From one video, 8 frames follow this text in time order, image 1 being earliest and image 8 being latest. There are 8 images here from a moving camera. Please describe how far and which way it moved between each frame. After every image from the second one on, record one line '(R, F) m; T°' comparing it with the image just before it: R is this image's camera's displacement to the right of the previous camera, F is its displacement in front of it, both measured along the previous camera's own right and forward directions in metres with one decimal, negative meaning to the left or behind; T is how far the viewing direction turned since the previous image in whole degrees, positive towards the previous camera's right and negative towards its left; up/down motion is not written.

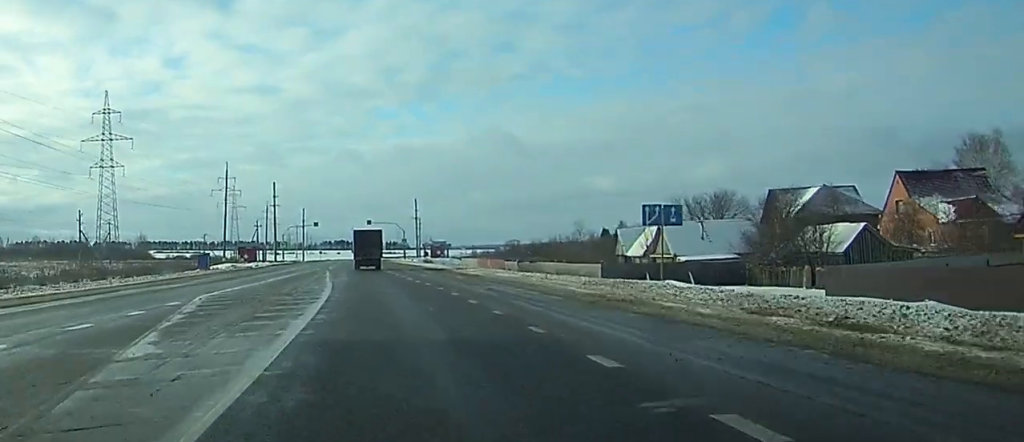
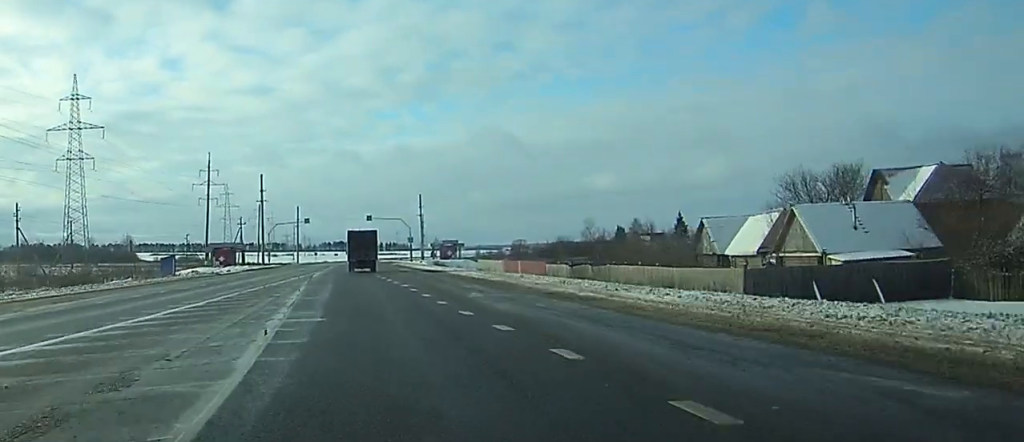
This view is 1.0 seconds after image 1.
(0.0, +22.5) m; 0°
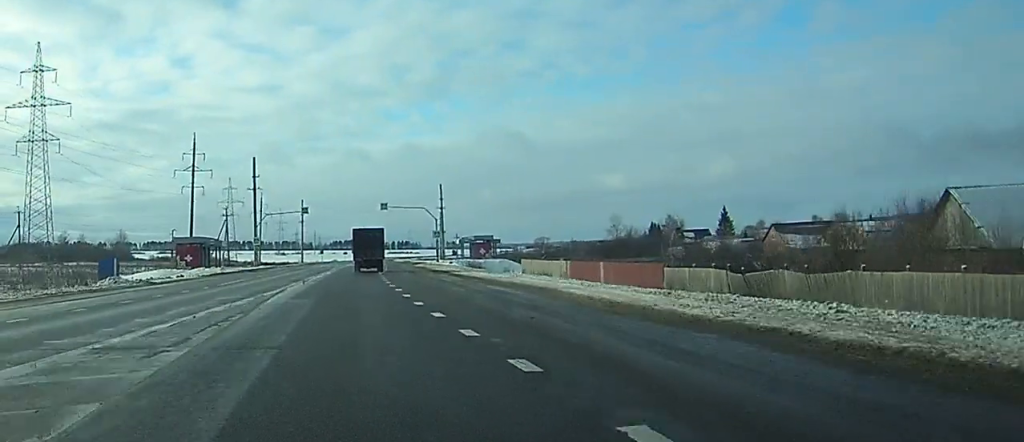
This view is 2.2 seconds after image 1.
(-0.2, +27.9) m; -1°
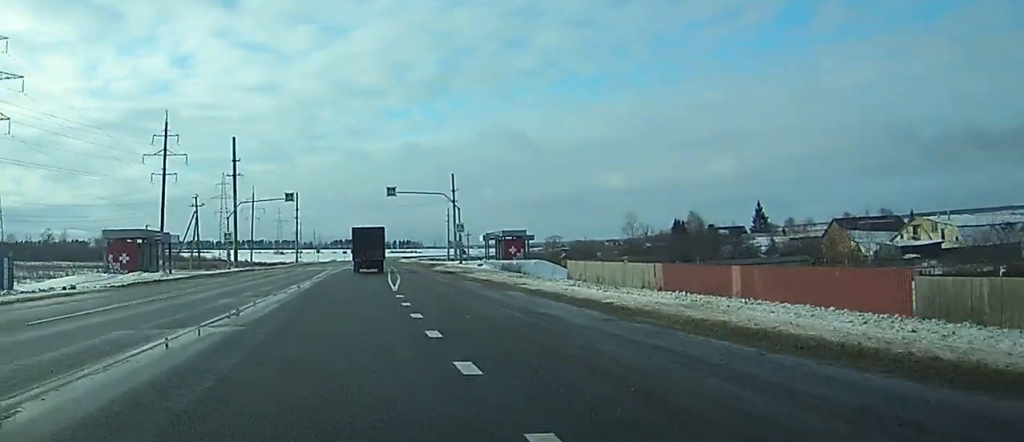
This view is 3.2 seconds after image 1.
(-0.2, +23.4) m; -1°
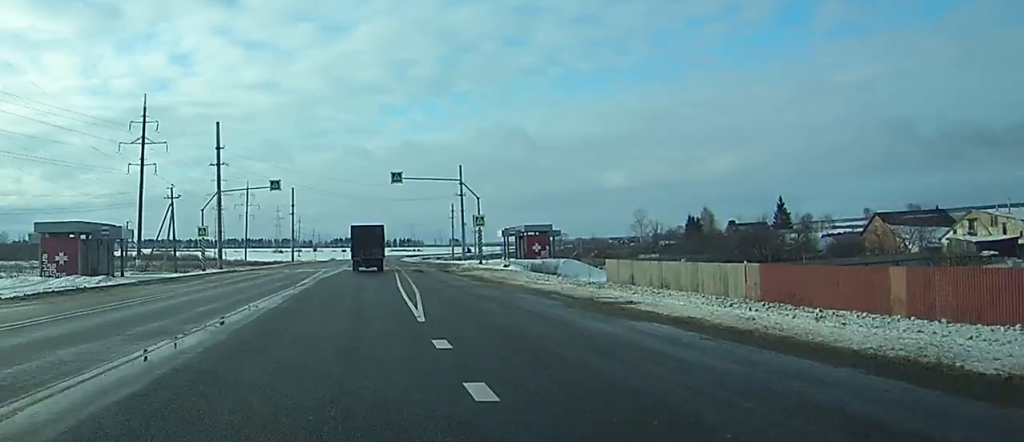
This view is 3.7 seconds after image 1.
(+0.1, +13.3) m; 0°
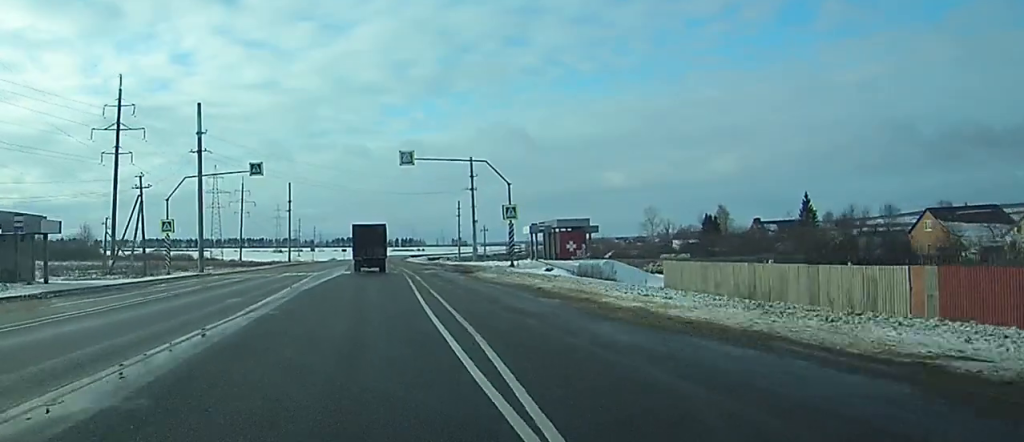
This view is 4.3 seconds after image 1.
(-0.2, +13.3) m; 0°
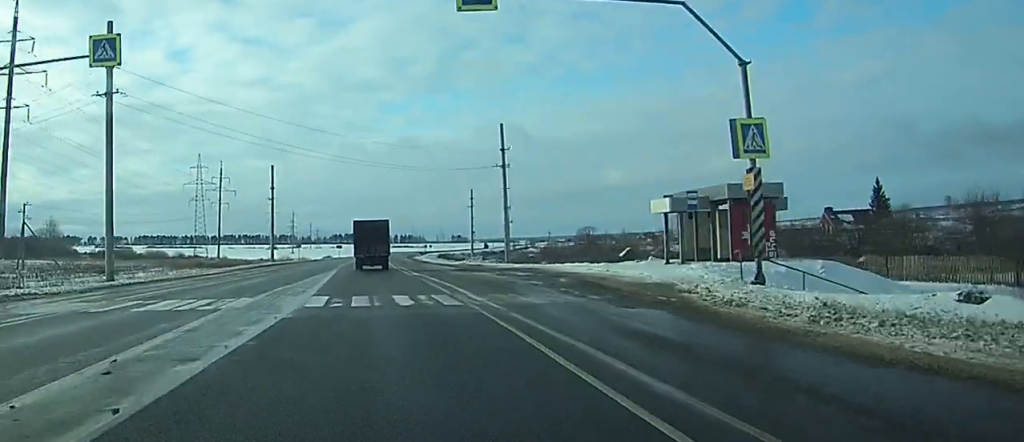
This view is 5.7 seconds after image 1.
(-0.2, +33.6) m; 0°
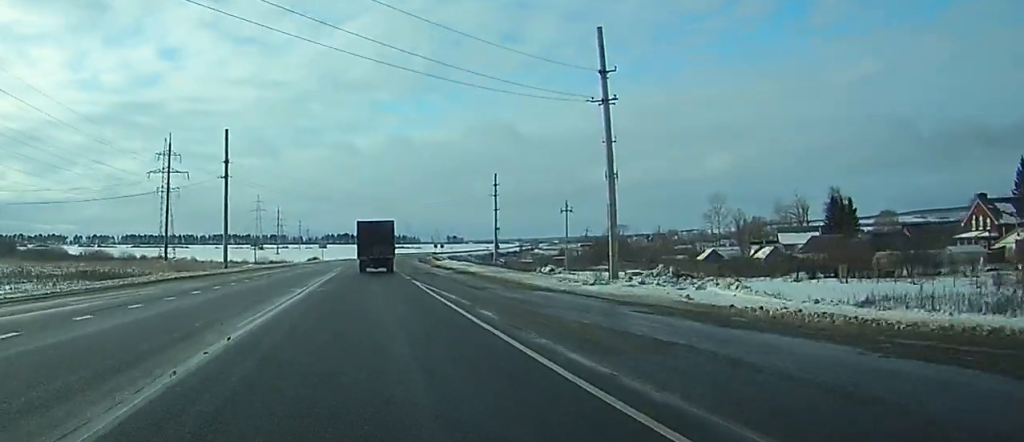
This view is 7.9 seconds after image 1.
(-0.2, +49.4) m; -1°
